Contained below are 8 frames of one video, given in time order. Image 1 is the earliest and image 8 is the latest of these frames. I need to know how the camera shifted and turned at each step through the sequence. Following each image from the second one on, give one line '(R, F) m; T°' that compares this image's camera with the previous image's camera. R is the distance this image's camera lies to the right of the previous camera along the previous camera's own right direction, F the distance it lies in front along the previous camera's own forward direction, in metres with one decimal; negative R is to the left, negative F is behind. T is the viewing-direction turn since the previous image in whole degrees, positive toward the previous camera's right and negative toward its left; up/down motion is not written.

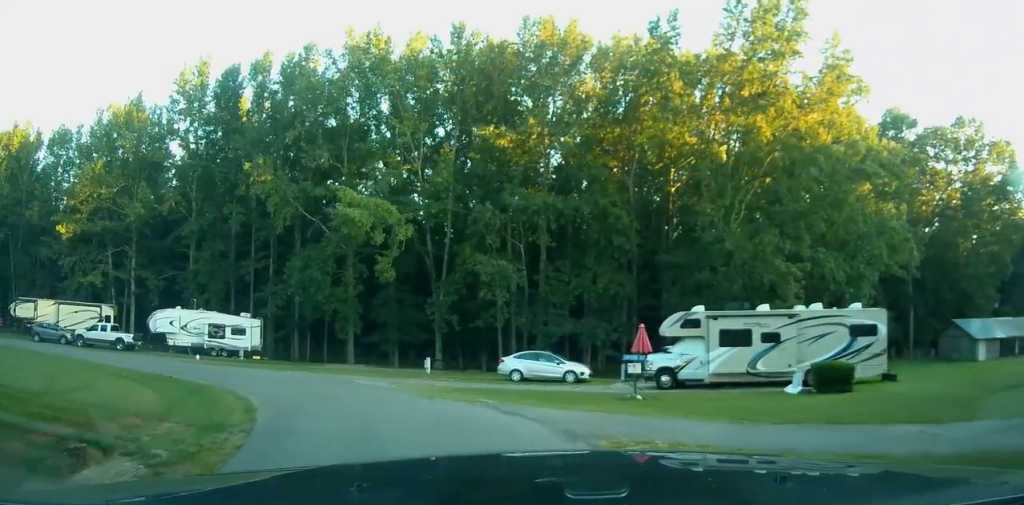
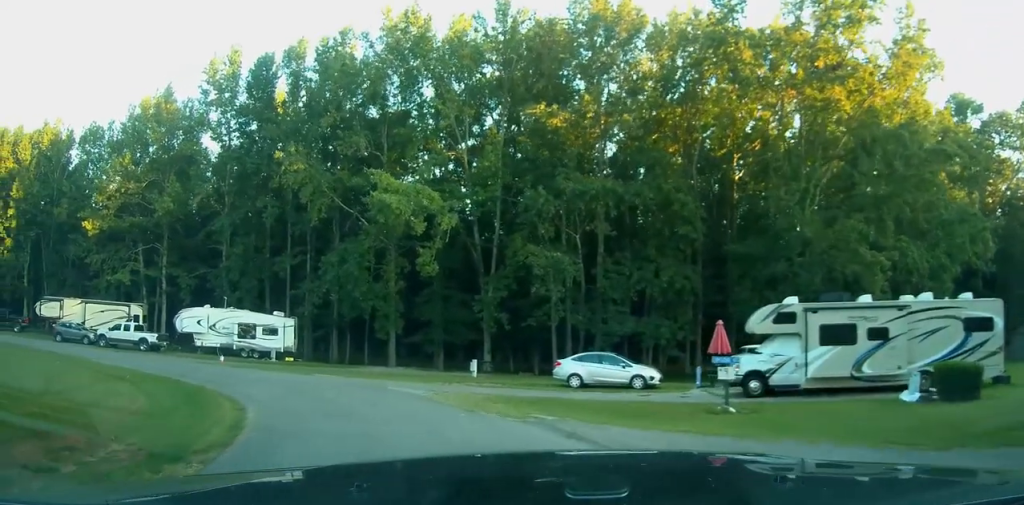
(-0.1, +3.7) m; -5°
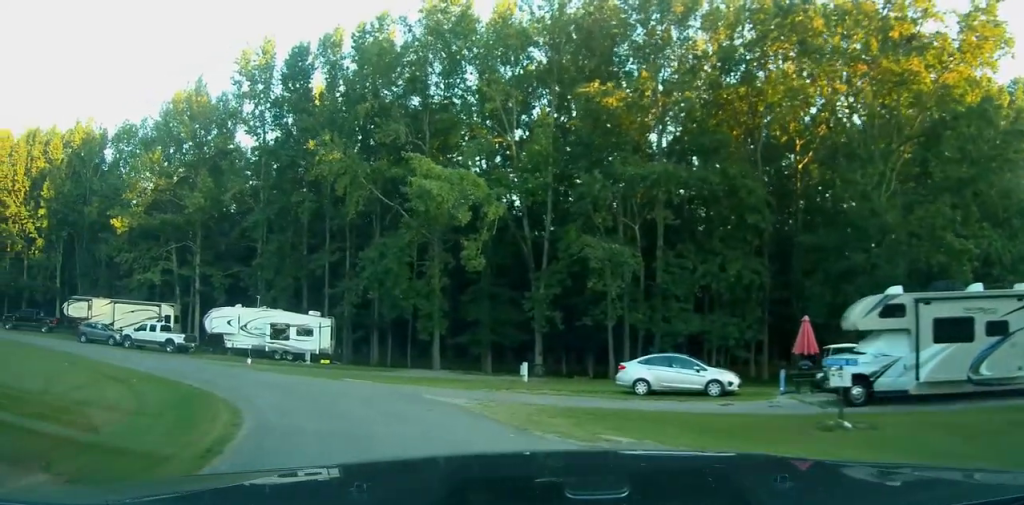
(-0.2, +3.1) m; -5°
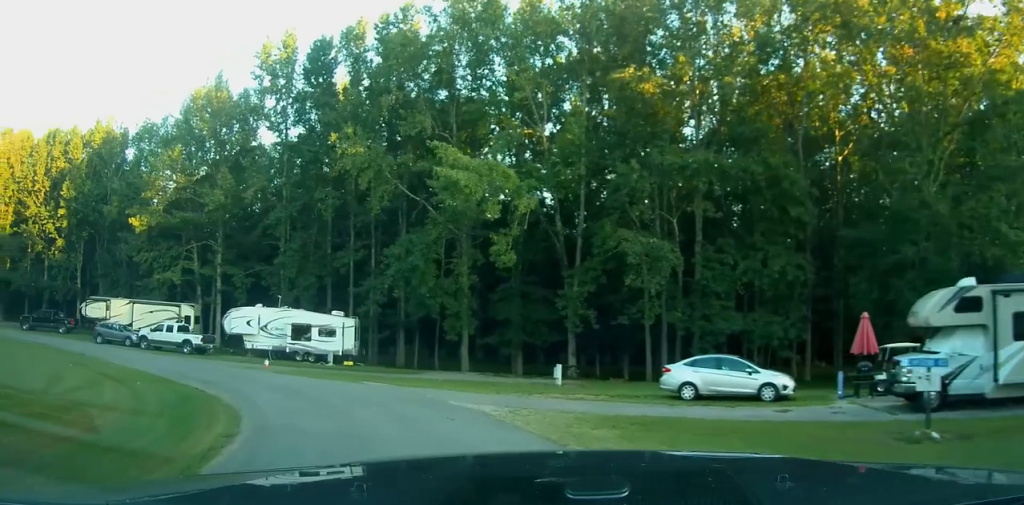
(0.0, +1.8) m; -3°
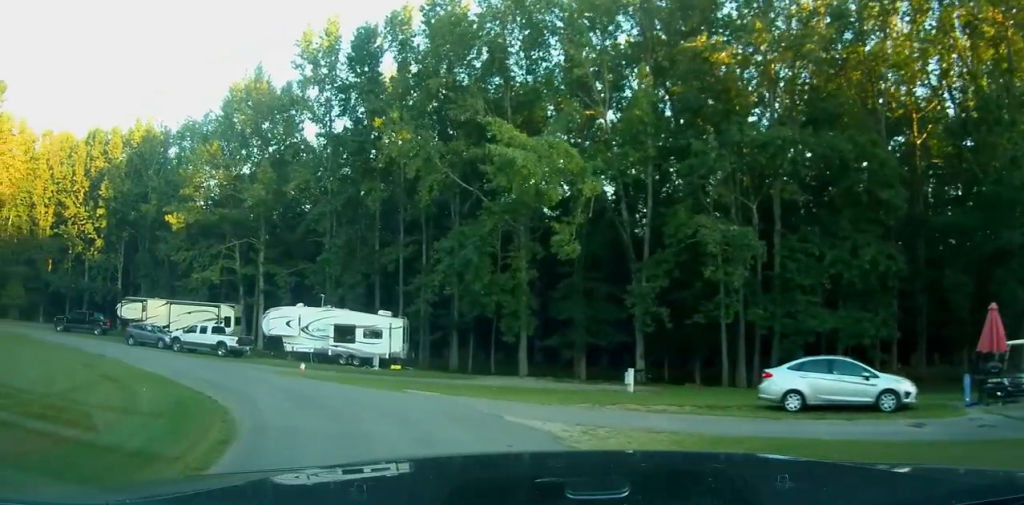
(-0.2, +3.3) m; -5°
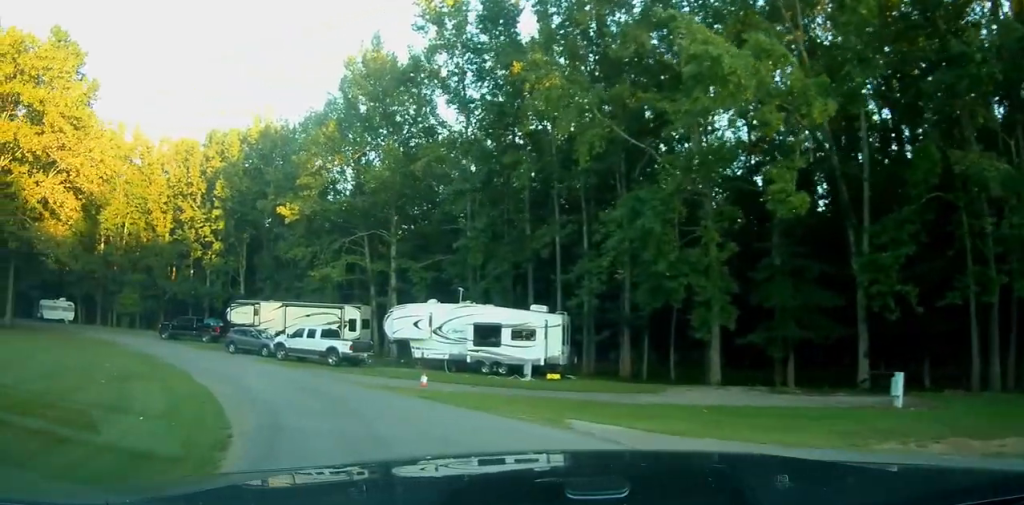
(-1.1, +7.9) m; -15°
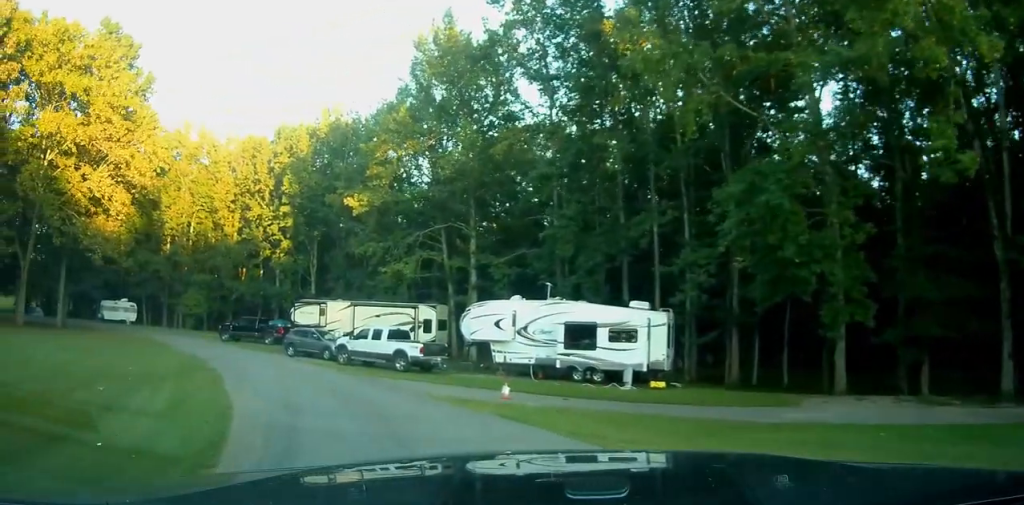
(-0.2, +4.1) m; -7°
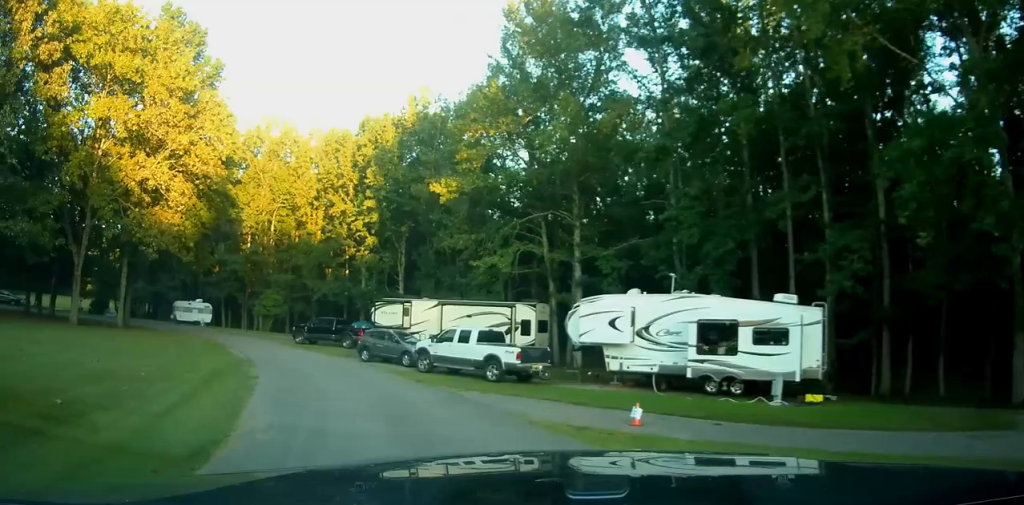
(-0.5, +4.7) m; -10°
